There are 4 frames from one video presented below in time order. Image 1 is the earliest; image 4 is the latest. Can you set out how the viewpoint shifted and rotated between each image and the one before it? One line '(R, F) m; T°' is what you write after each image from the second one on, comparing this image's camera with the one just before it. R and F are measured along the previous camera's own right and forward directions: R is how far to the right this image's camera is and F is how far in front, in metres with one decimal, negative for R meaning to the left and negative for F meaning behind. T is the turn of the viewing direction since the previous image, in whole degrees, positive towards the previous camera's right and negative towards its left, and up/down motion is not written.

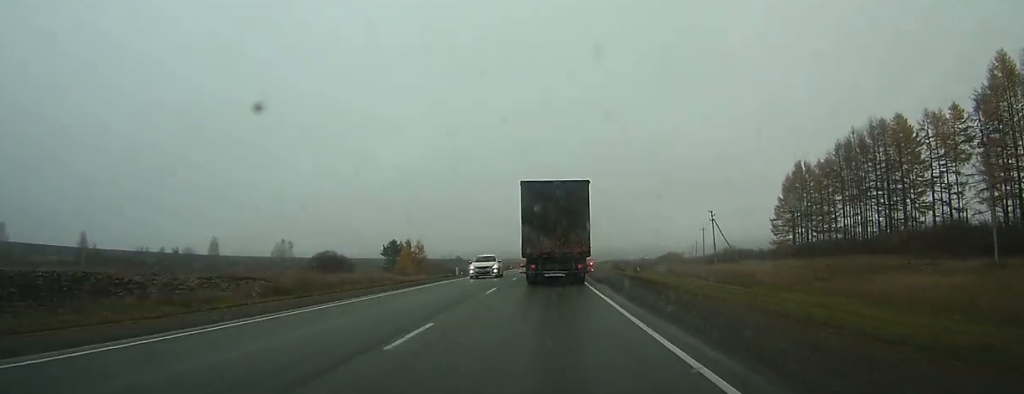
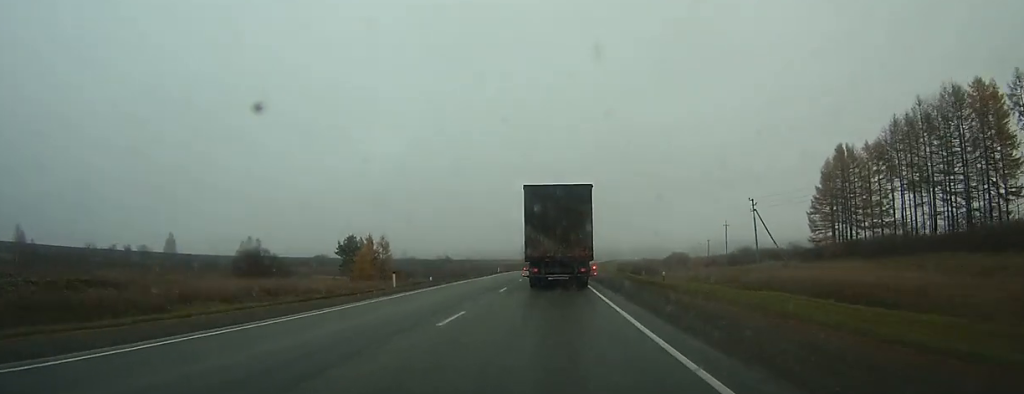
(+0.3, +21.6) m; +1°
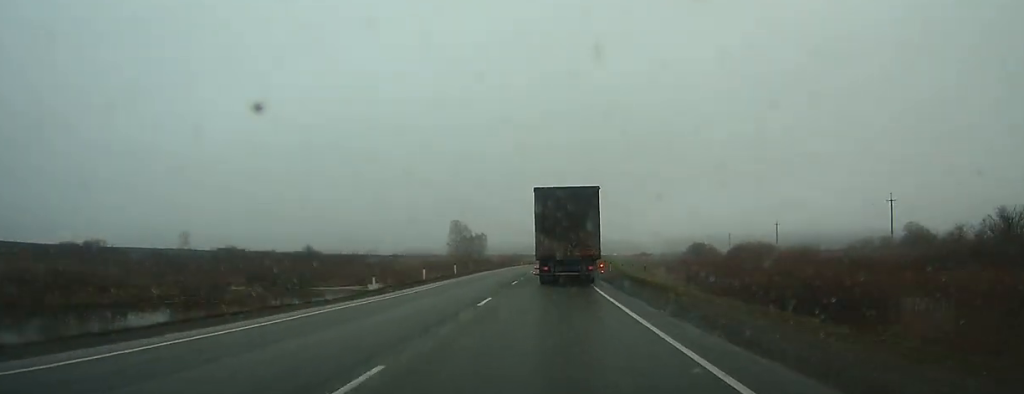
(+3.5, +126.8) m; +3°
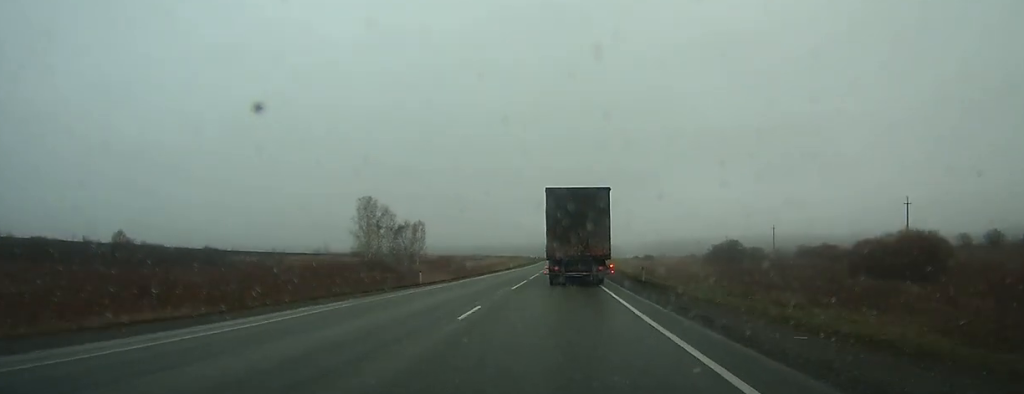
(+1.3, +64.7) m; +2°
